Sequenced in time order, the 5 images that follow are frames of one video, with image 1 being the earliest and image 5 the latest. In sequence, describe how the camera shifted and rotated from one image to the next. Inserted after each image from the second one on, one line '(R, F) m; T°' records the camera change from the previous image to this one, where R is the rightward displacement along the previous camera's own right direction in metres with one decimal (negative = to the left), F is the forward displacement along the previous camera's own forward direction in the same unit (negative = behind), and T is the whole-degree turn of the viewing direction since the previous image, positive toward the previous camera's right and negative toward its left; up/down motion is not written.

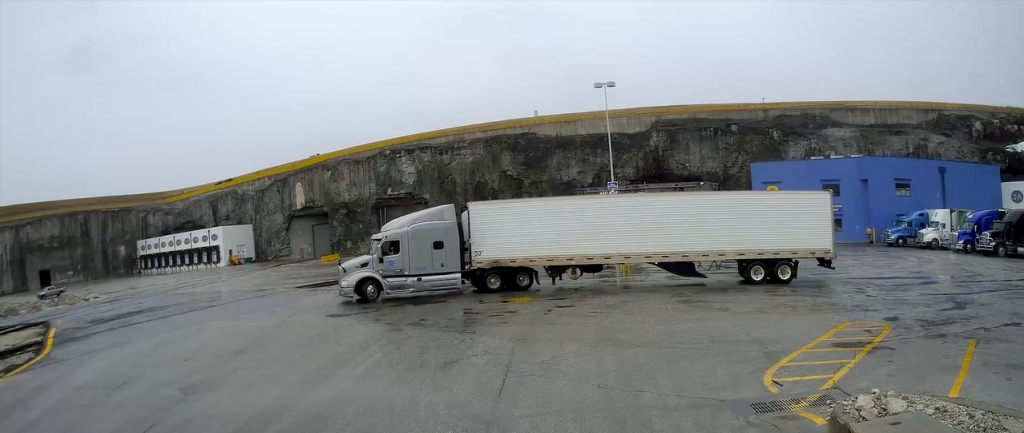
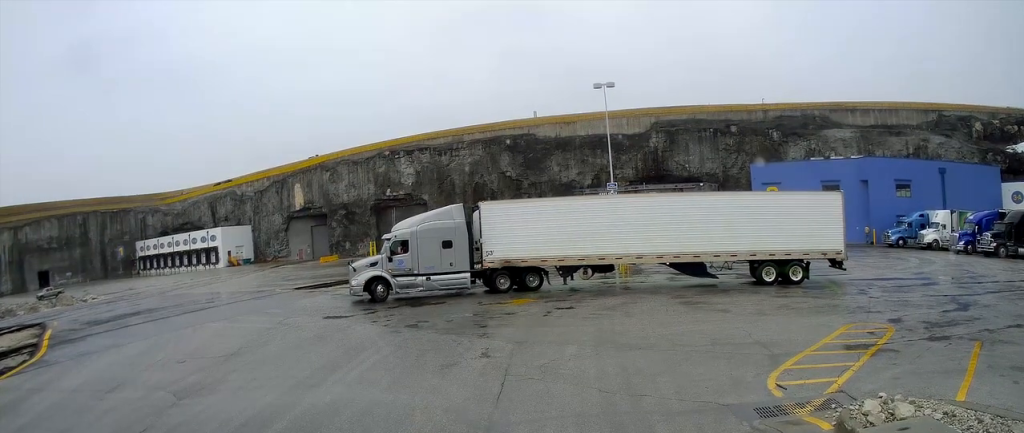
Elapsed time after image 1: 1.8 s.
(+0.1, -0.2) m; 0°
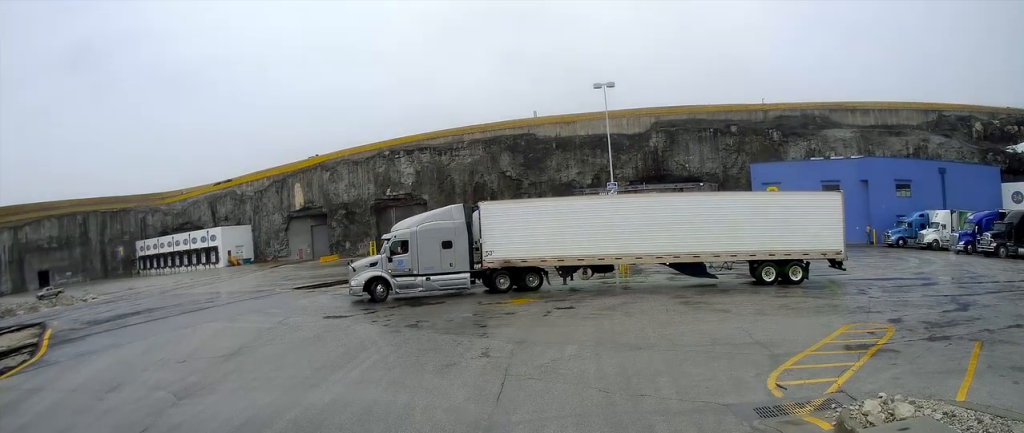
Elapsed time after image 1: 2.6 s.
(0.0, 0.0) m; 0°
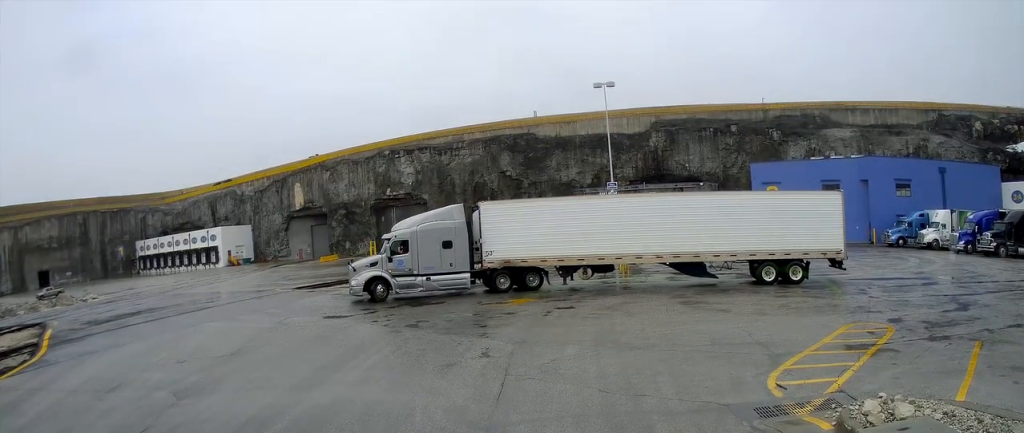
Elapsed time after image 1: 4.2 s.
(0.0, 0.0) m; 0°
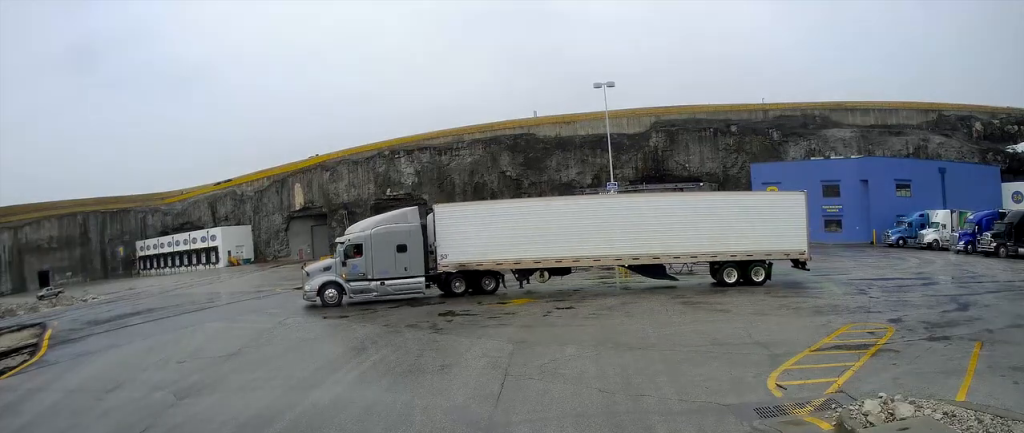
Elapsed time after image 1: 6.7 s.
(0.0, 0.0) m; 0°
